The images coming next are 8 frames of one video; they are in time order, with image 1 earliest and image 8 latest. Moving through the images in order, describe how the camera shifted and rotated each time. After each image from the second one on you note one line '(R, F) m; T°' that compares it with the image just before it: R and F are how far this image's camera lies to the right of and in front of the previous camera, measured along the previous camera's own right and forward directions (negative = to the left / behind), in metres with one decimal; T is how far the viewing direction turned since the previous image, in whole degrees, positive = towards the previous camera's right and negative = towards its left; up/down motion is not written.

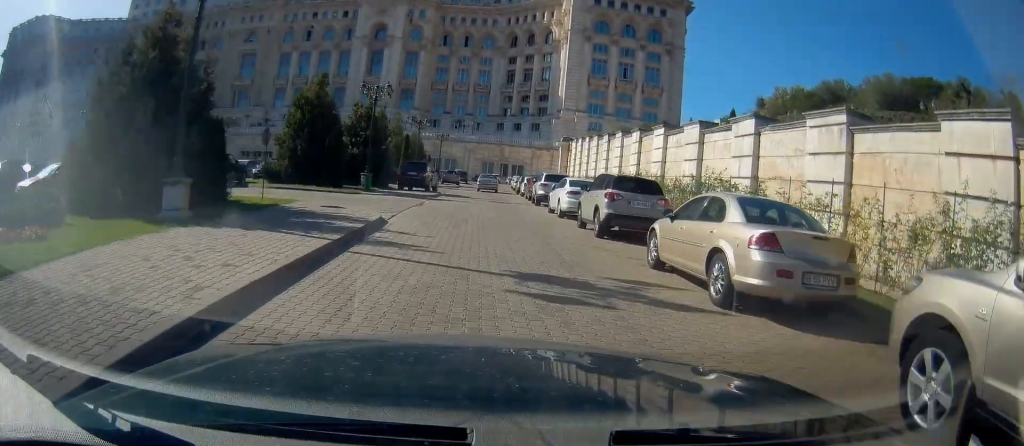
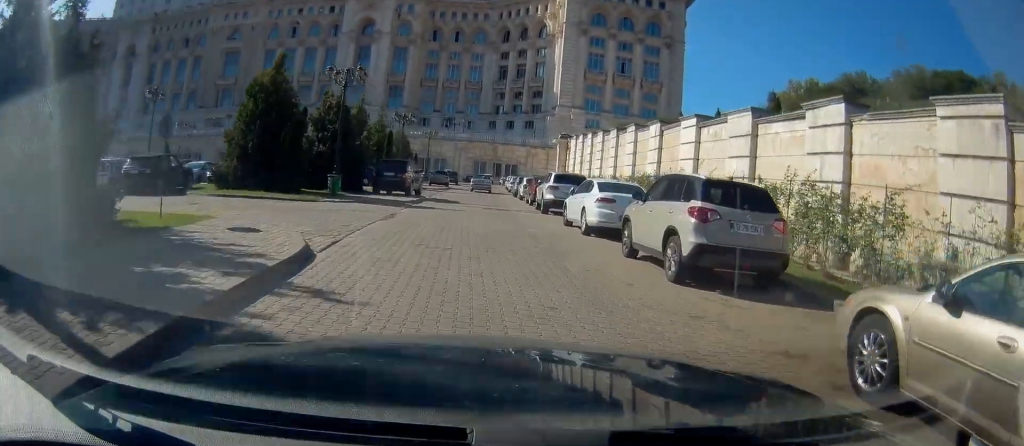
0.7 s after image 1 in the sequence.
(0.0, +6.0) m; +1°
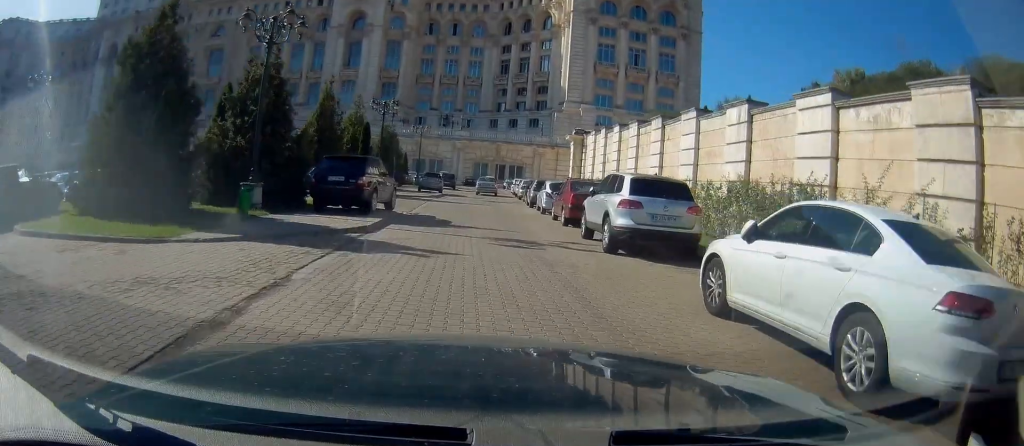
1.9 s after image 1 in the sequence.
(+0.2, +10.8) m; +1°
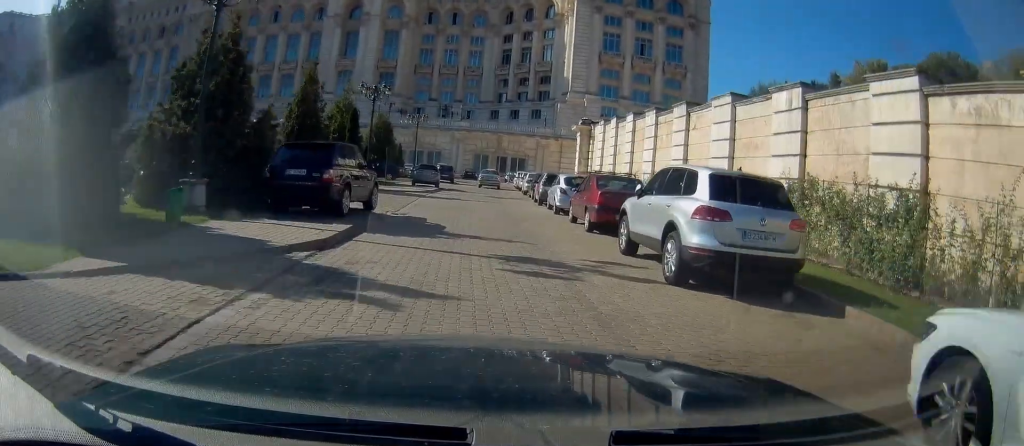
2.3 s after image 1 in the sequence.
(0.0, +3.9) m; 0°
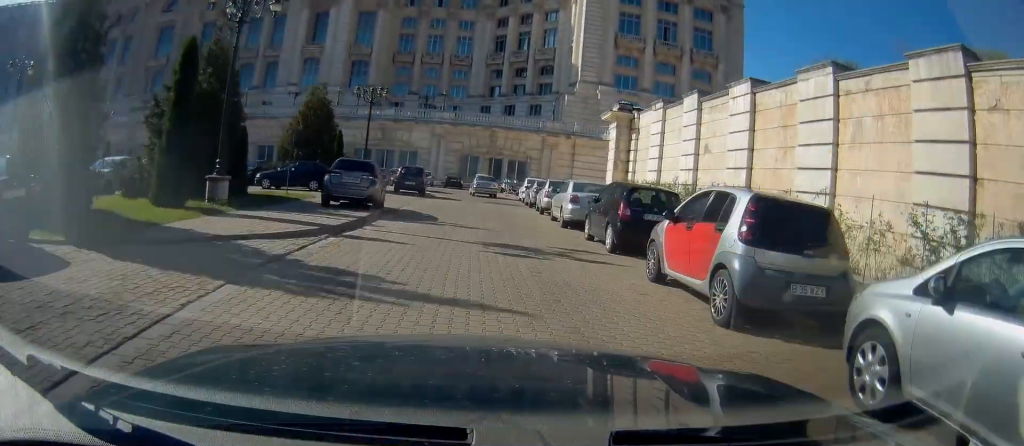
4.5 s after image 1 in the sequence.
(+0.2, +19.8) m; +2°
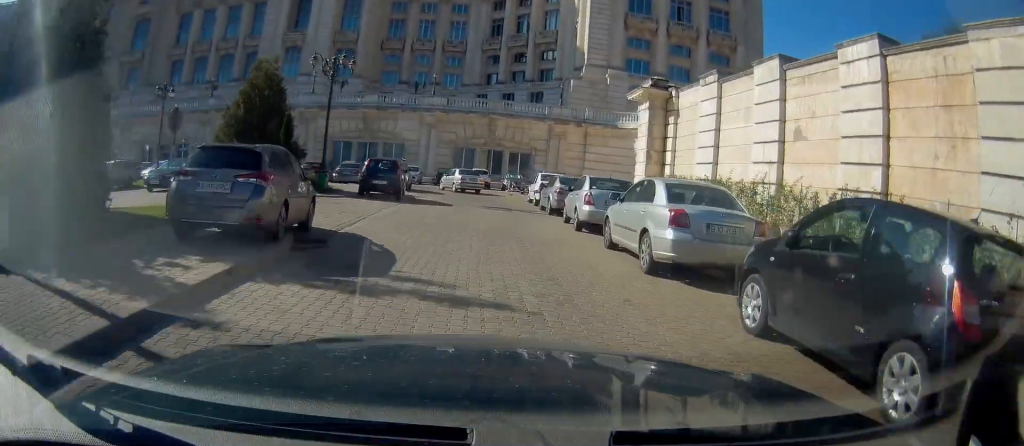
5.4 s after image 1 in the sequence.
(0.0, +8.7) m; 0°
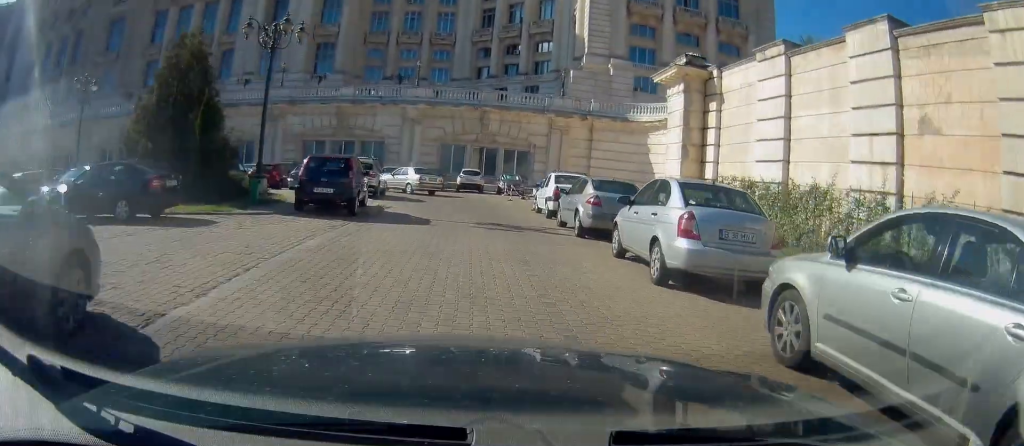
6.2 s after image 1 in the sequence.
(-0.1, +7.0) m; 0°
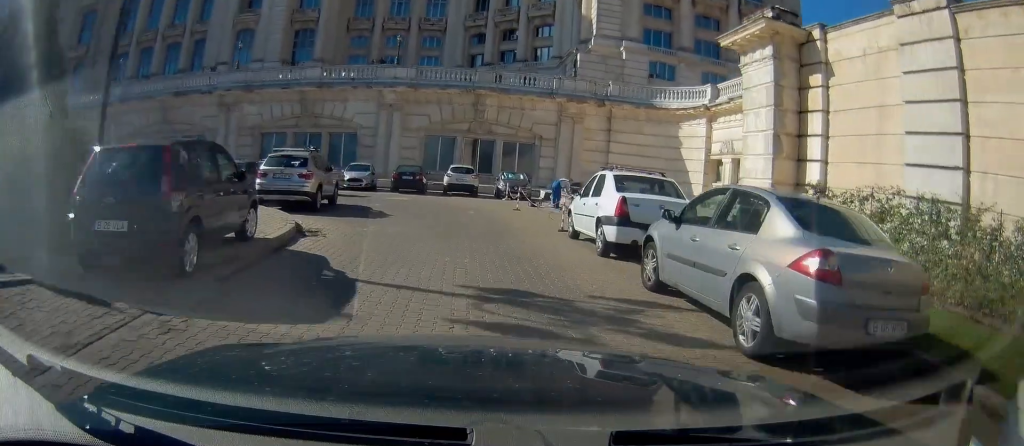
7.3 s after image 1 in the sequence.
(+0.1, +8.8) m; +1°
